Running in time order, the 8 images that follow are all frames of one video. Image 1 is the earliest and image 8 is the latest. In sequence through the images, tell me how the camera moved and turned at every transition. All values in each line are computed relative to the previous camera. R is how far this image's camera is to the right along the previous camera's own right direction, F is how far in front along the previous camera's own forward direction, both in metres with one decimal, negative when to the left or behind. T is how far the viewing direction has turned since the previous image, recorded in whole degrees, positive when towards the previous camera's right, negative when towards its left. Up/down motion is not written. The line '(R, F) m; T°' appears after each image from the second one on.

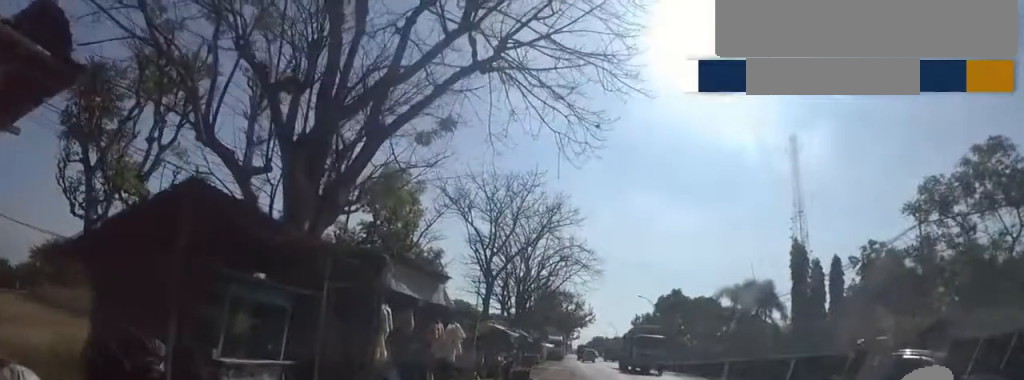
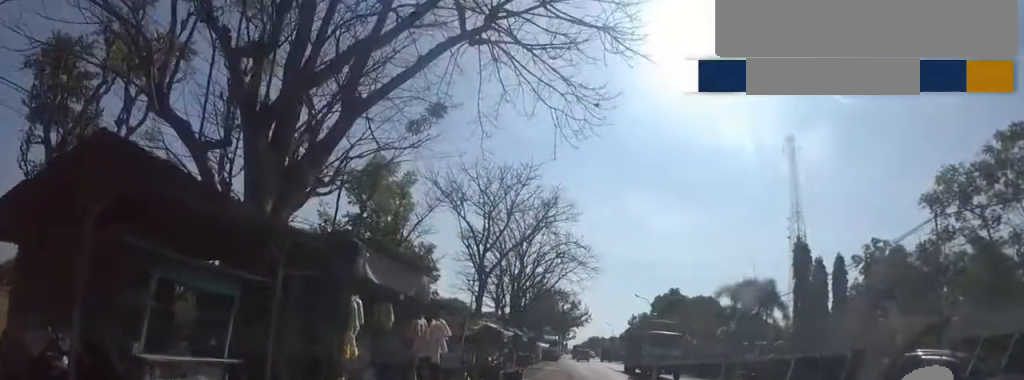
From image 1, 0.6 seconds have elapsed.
(0.0, +1.1) m; 0°
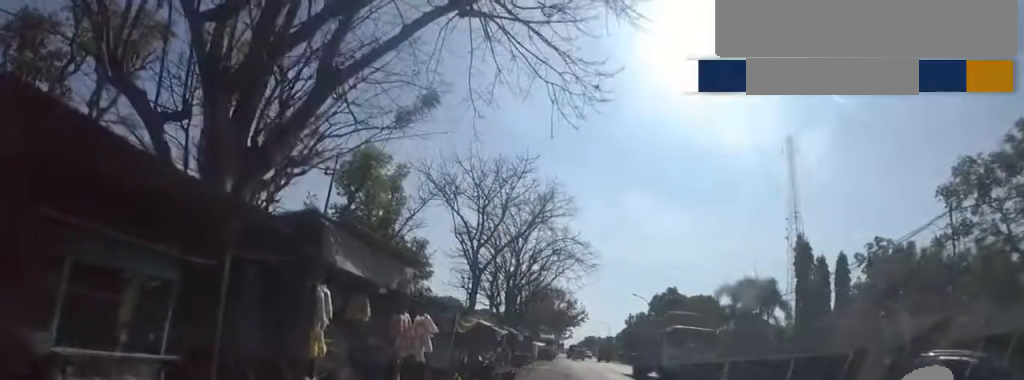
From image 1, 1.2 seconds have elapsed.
(0.0, +1.0) m; 0°
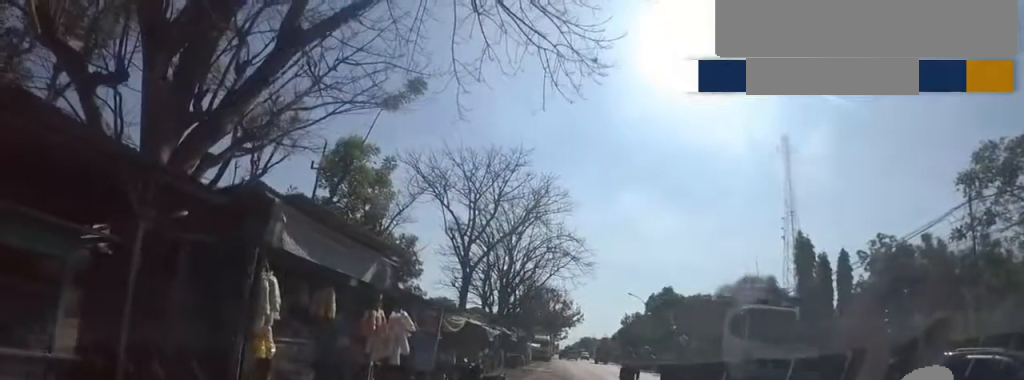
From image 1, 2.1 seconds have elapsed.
(0.0, +1.4) m; 0°
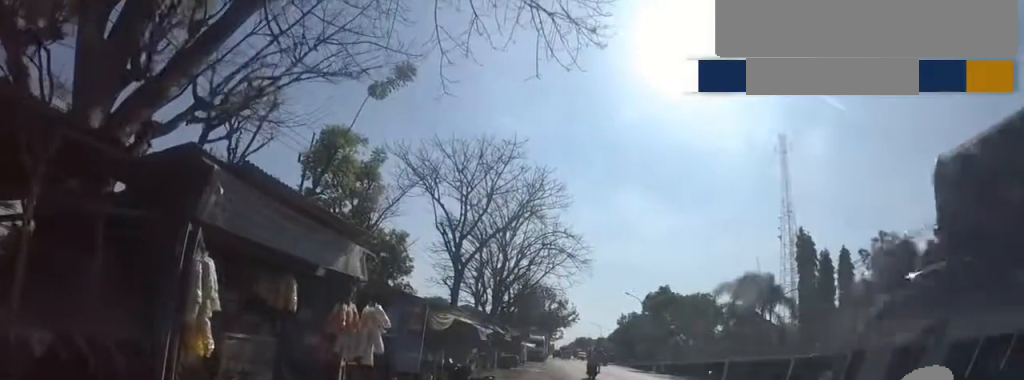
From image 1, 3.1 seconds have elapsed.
(0.0, +1.3) m; 0°
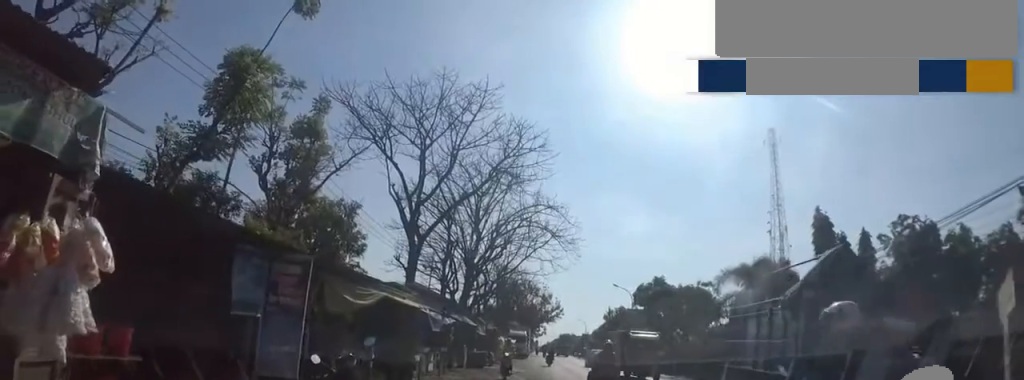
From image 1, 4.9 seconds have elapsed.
(0.0, +1.7) m; 0°
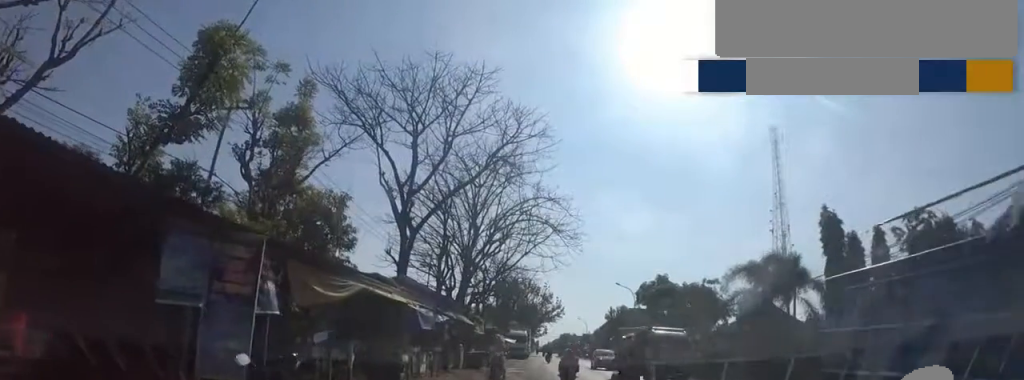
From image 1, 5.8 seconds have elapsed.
(0.0, +0.6) m; 0°
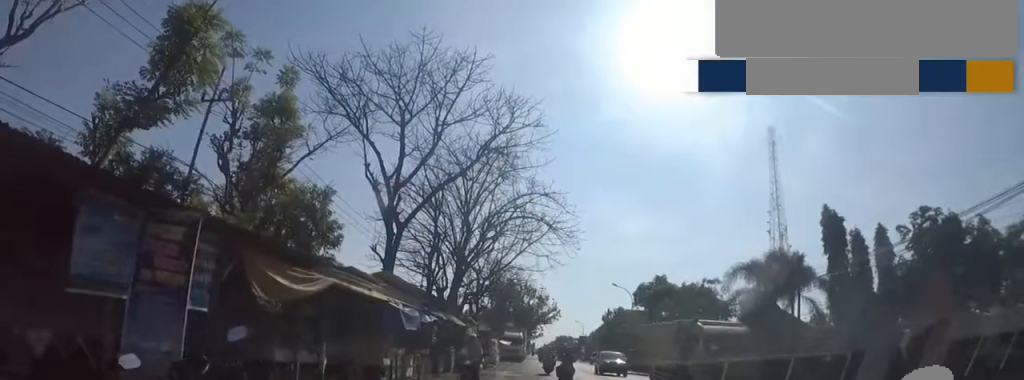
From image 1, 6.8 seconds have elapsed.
(0.0, +0.9) m; 0°
